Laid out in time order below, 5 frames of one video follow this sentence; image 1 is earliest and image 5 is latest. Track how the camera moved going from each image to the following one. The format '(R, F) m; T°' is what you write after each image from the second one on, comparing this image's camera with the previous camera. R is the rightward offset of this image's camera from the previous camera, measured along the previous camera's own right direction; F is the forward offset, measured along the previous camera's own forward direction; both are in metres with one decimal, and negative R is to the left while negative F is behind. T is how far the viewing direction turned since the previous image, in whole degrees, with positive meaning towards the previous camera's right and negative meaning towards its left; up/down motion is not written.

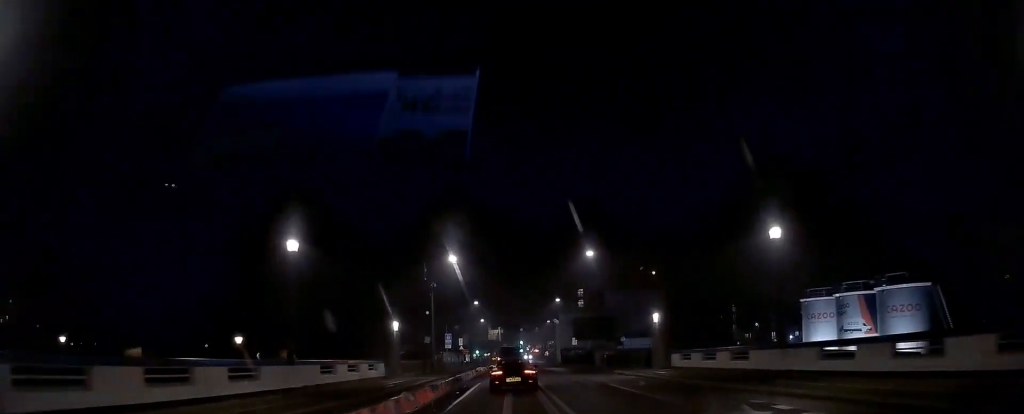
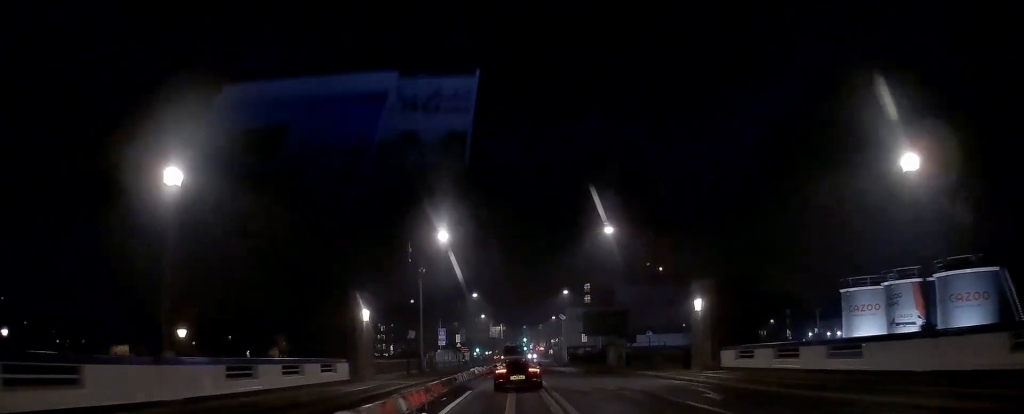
(+0.1, +9.3) m; 0°
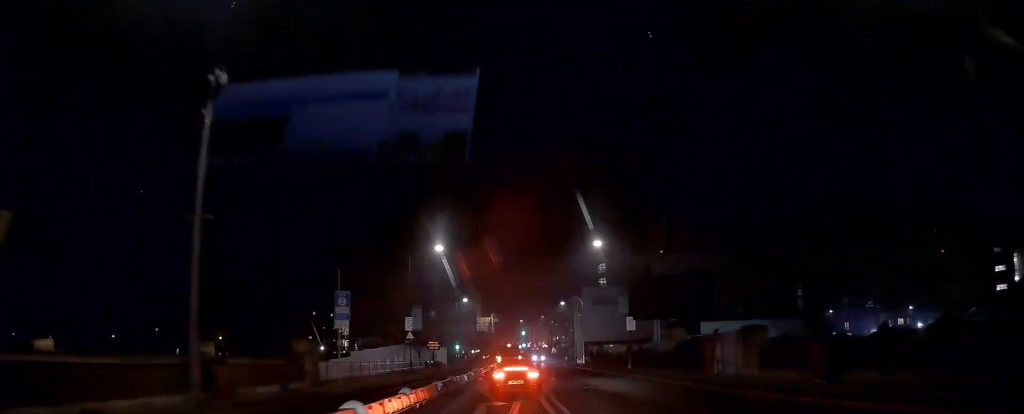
(-0.1, +37.2) m; 0°
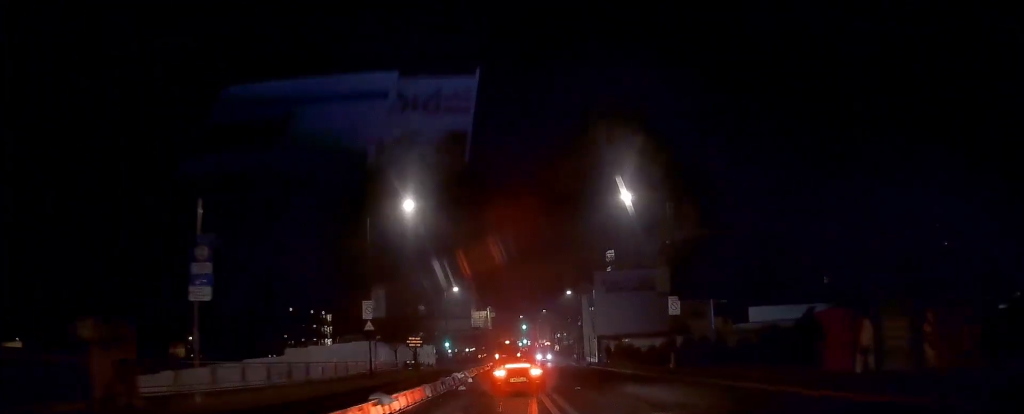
(0.0, +13.9) m; -1°
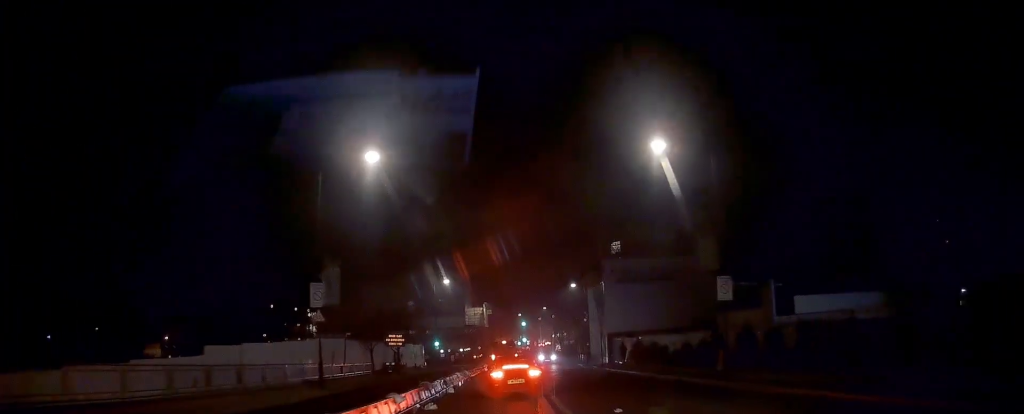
(-0.1, +9.5) m; 0°
